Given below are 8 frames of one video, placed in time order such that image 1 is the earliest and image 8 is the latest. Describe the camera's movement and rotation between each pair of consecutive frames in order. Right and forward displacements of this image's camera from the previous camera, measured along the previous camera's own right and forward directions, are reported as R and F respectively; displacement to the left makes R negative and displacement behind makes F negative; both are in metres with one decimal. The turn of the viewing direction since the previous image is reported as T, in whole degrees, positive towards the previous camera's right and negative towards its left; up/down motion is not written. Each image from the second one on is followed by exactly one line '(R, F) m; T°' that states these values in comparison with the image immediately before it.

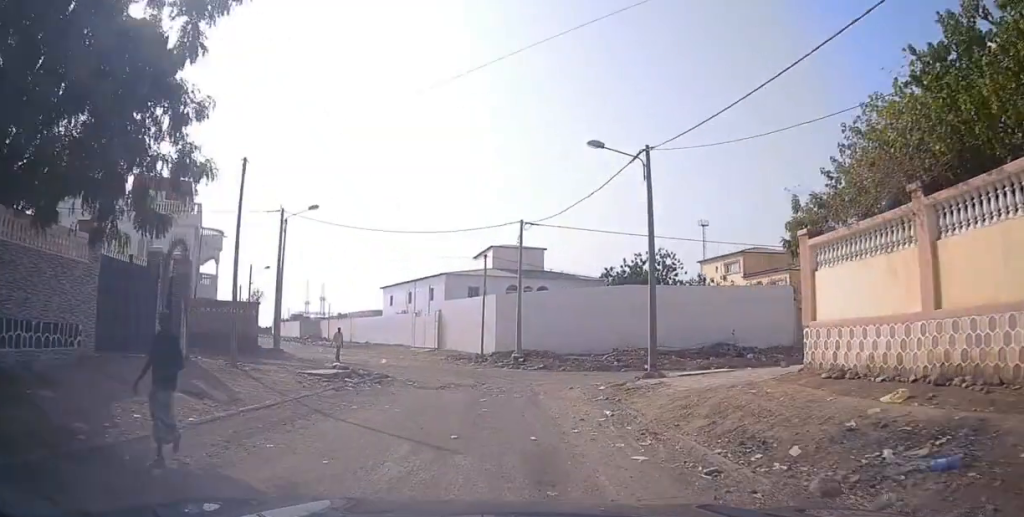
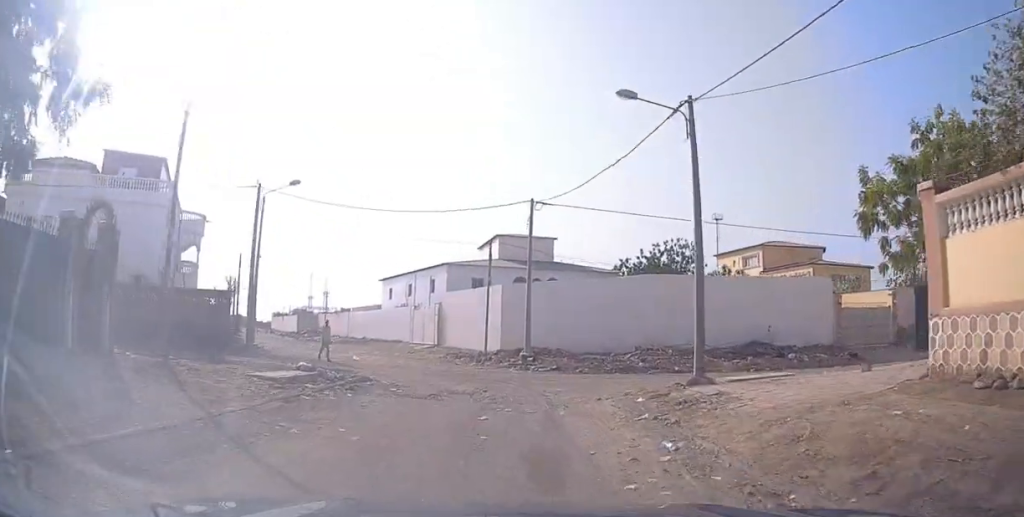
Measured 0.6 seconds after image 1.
(0.0, +4.1) m; 0°
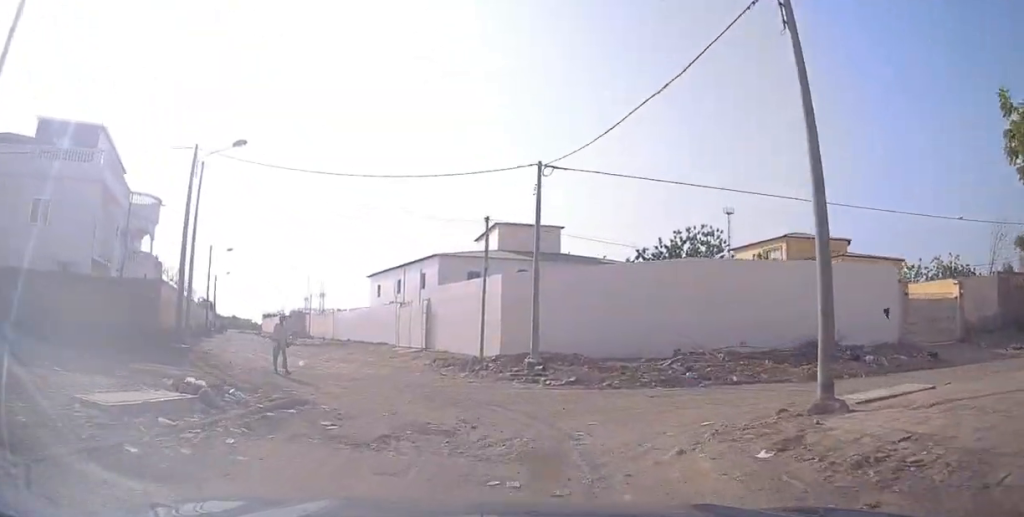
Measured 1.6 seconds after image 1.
(0.0, +6.7) m; -1°
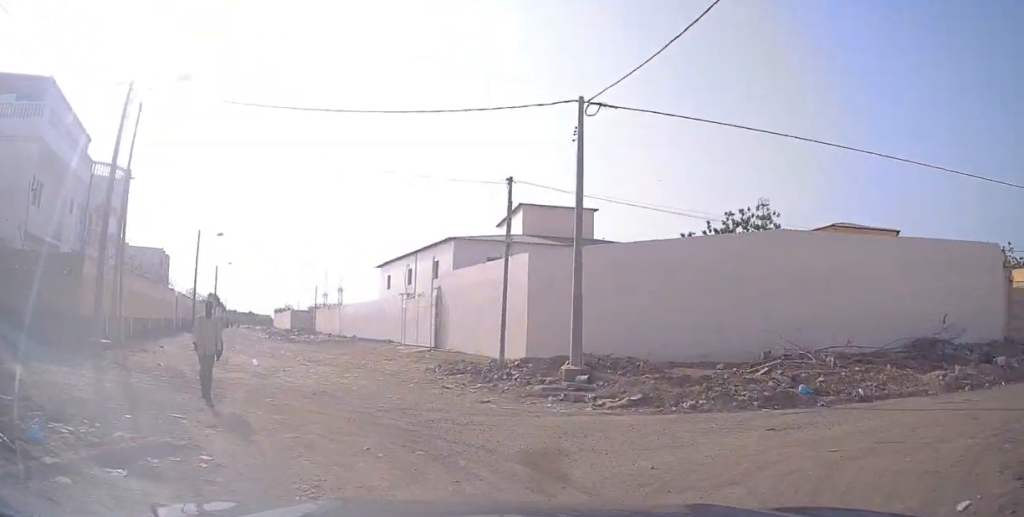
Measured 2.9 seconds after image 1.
(-0.1, +6.9) m; -12°
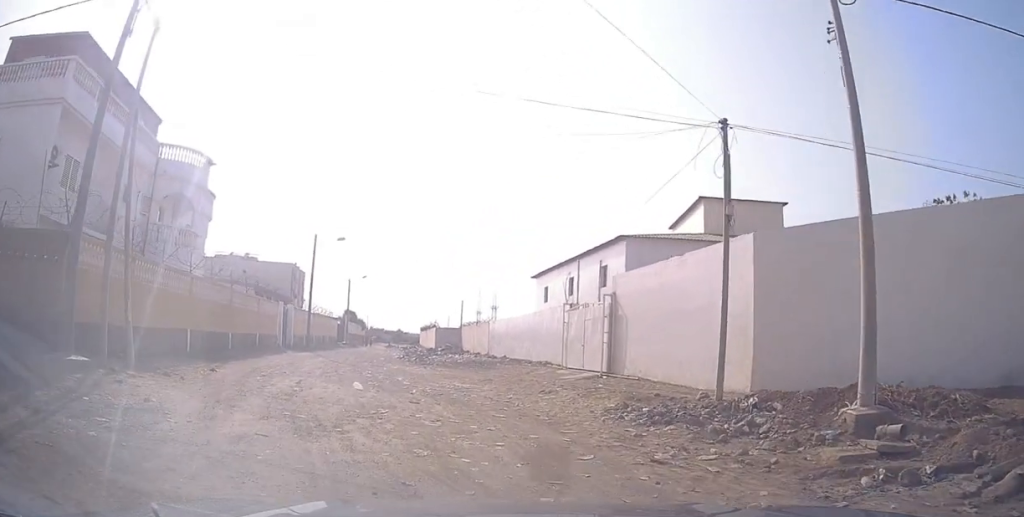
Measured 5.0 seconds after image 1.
(-0.9, +6.8) m; -9°
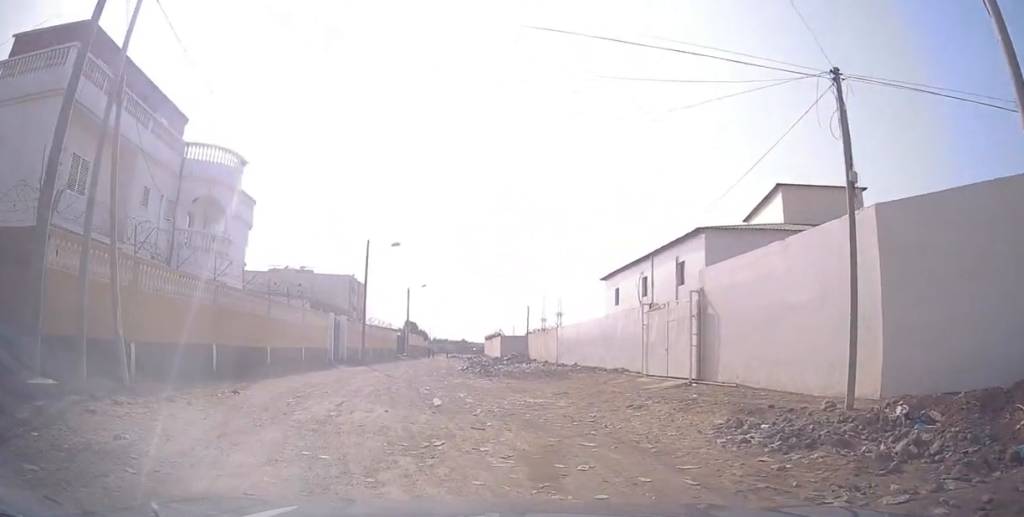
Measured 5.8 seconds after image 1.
(-0.5, +2.4) m; -15°
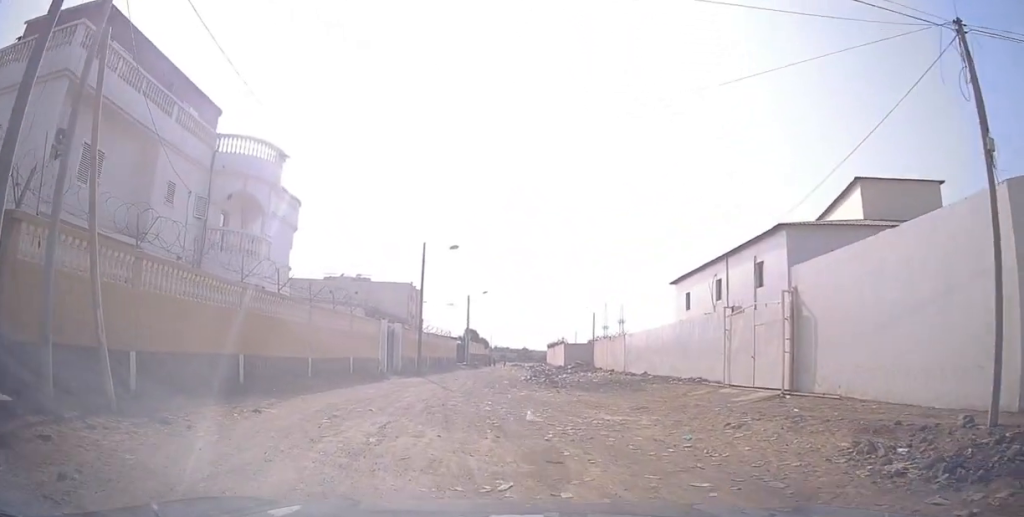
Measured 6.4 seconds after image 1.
(-0.2, +2.4) m; -3°
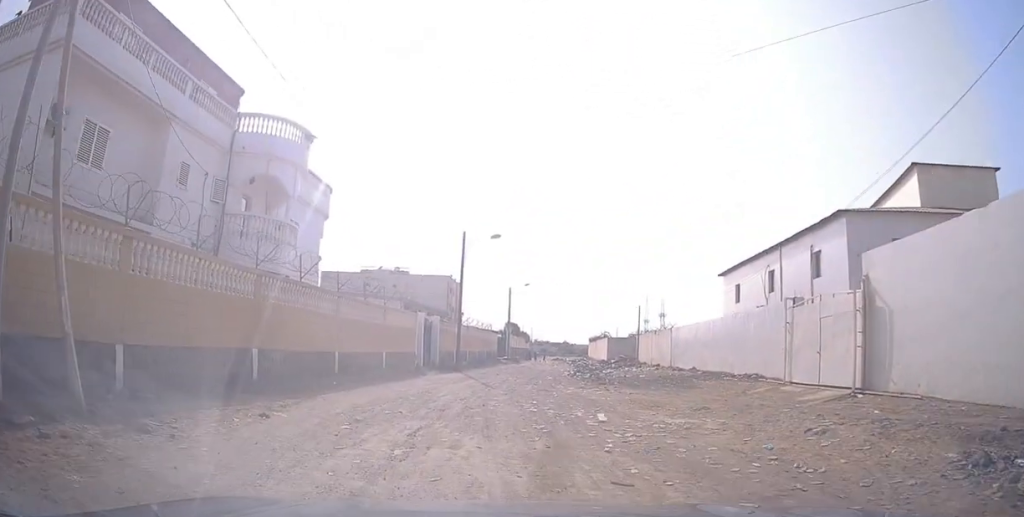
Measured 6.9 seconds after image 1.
(-0.2, +1.9) m; 0°
